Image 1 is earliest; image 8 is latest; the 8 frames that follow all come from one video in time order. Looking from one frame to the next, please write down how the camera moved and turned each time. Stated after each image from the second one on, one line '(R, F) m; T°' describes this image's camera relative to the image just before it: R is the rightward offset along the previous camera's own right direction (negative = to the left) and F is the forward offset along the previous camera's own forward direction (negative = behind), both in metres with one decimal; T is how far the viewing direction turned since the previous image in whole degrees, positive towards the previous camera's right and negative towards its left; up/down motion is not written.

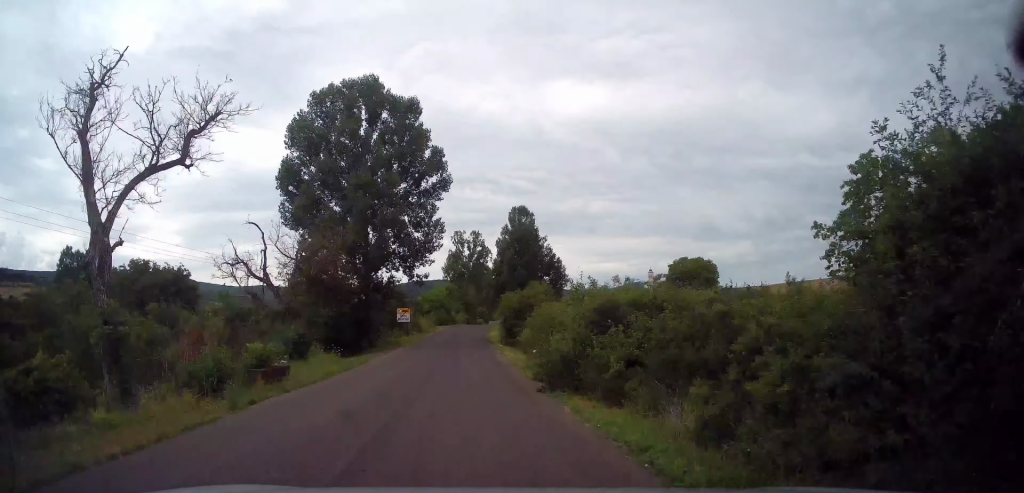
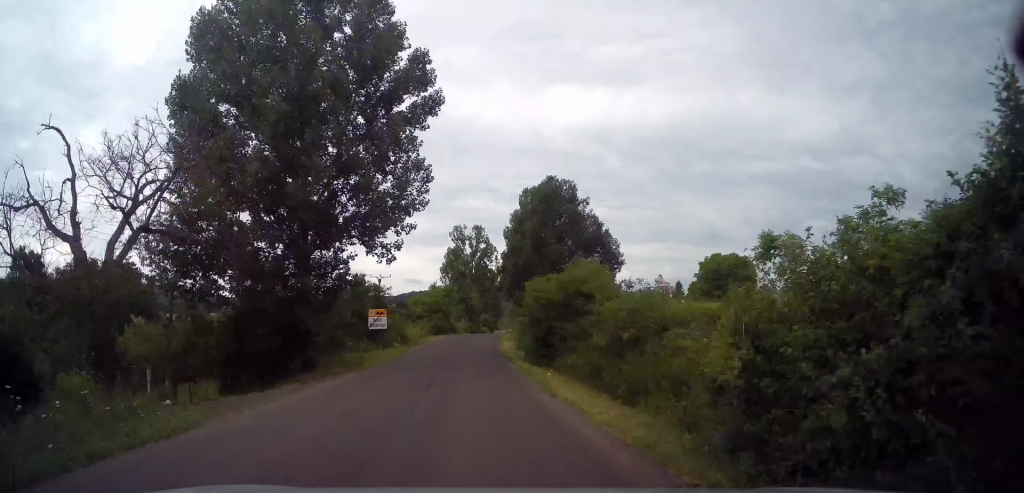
(-0.2, +15.0) m; 0°
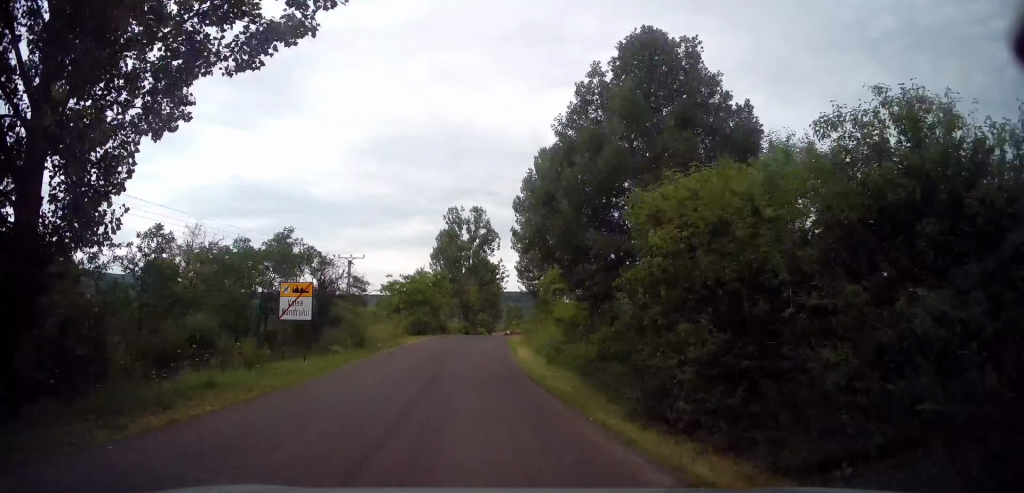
(0.0, +18.2) m; +1°
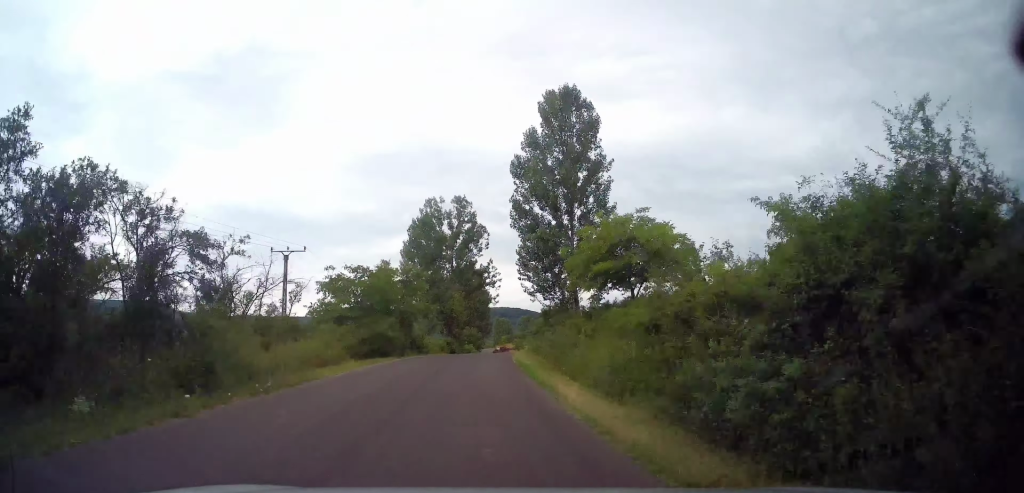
(+0.2, +19.6) m; +2°
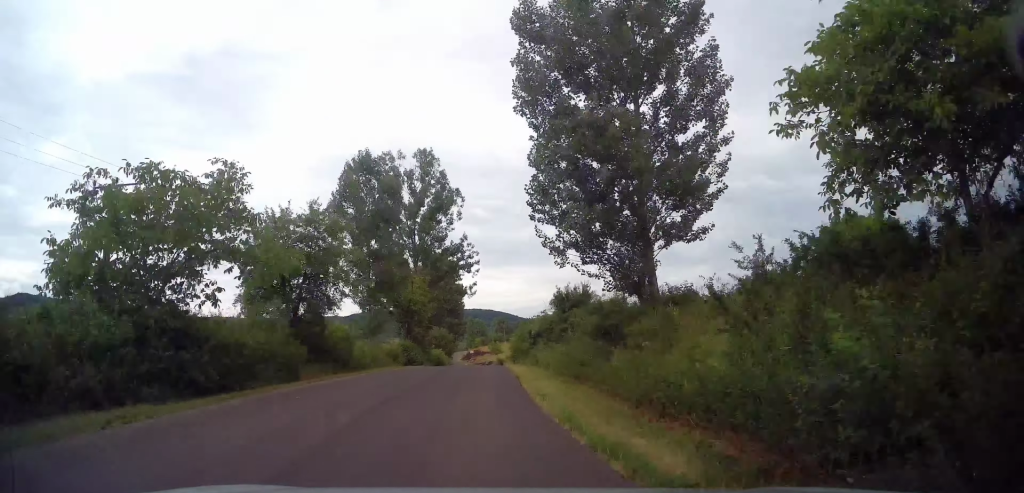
(+0.5, +22.4) m; +3°
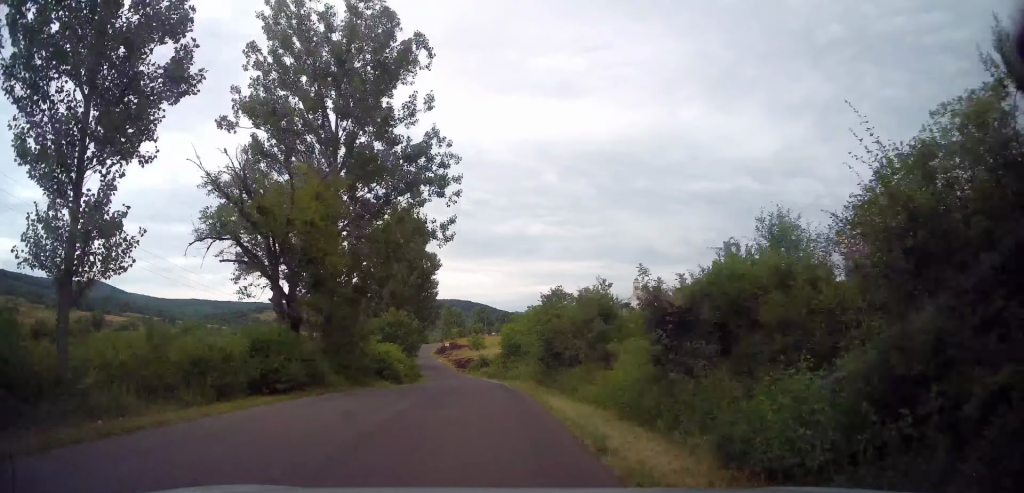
(+0.9, +28.1) m; +2°
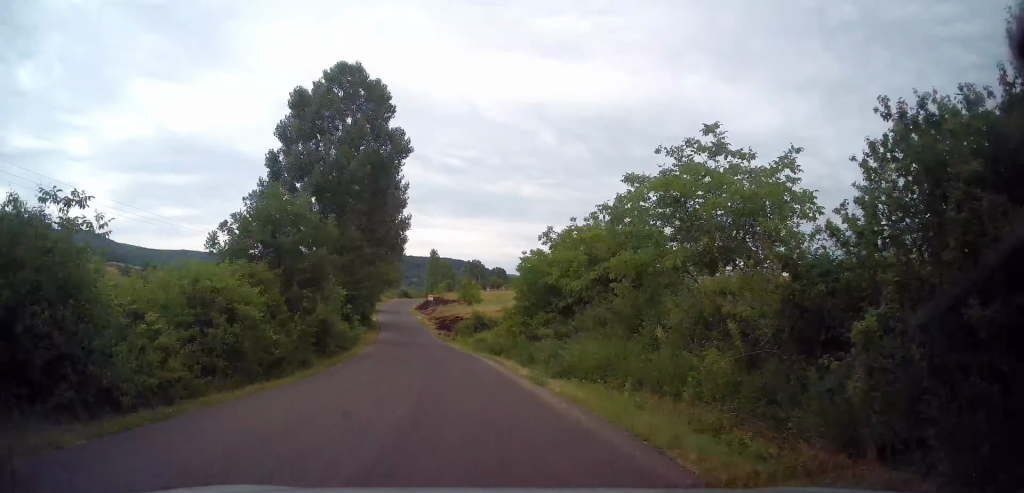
(+0.4, +28.9) m; 0°
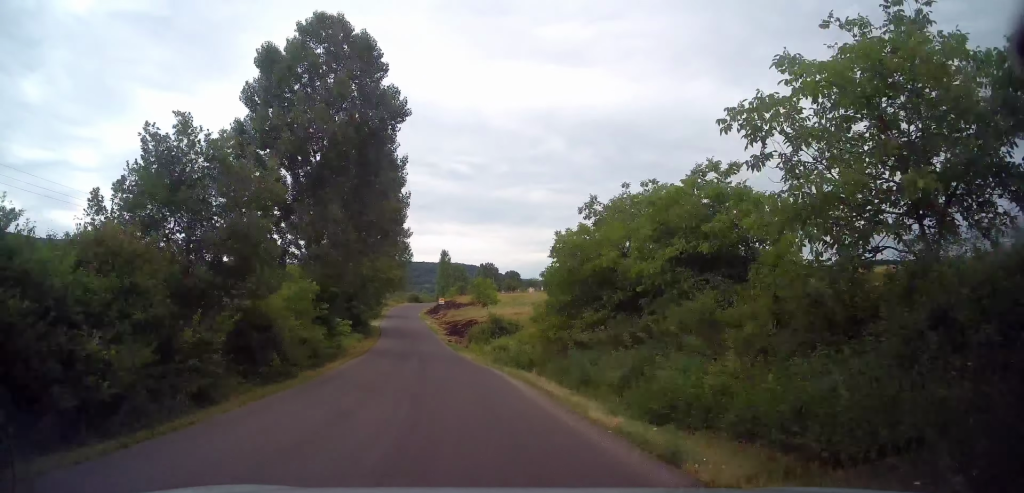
(+0.1, +7.8) m; -1°
